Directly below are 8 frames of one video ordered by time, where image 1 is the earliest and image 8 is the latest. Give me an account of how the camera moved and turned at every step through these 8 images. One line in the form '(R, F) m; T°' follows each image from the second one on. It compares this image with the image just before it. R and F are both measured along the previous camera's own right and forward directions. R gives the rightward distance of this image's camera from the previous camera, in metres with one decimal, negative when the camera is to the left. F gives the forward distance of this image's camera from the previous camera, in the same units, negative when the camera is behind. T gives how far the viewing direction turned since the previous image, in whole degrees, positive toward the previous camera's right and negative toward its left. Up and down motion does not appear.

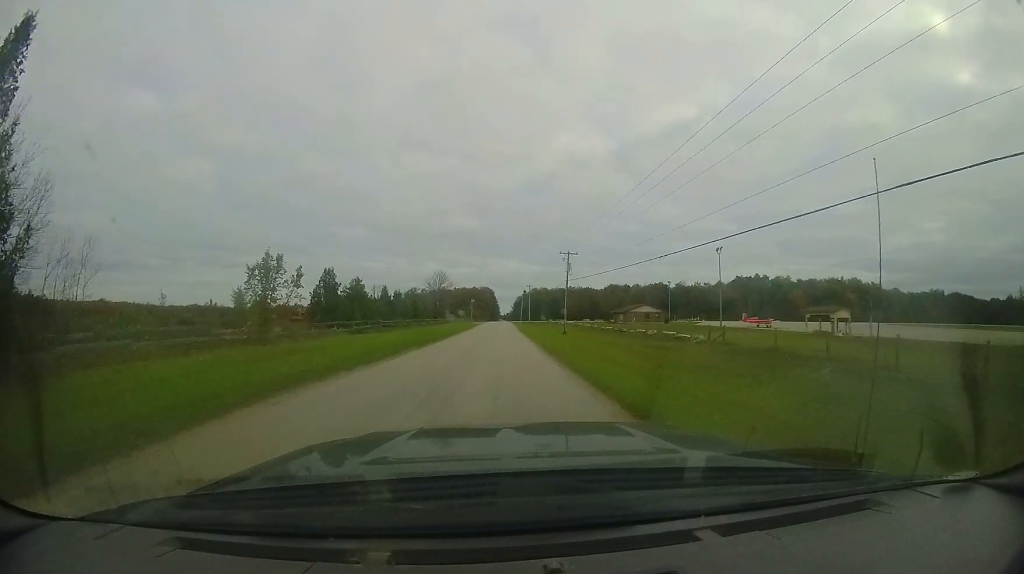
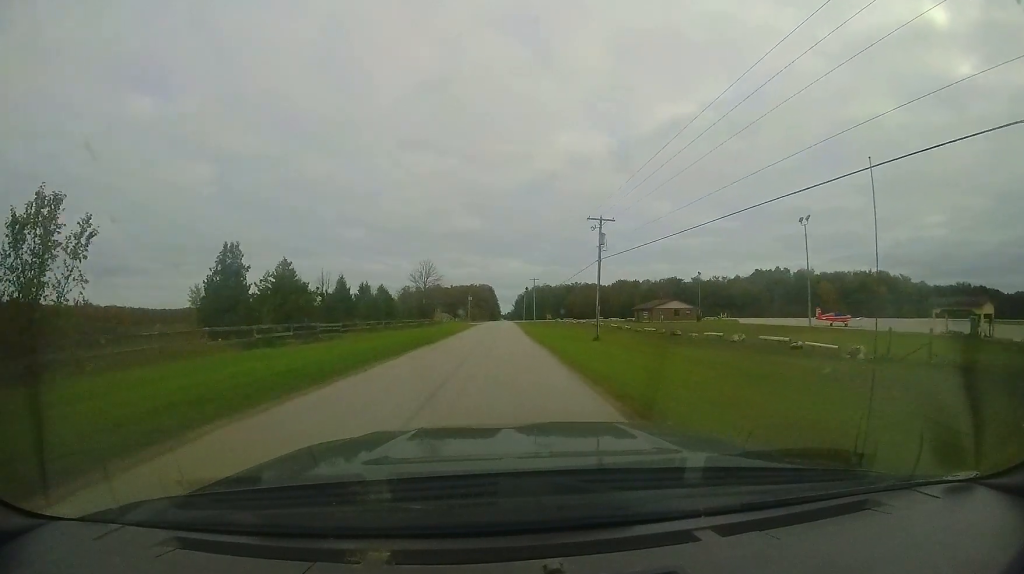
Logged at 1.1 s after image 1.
(+1.3, +17.6) m; +2°
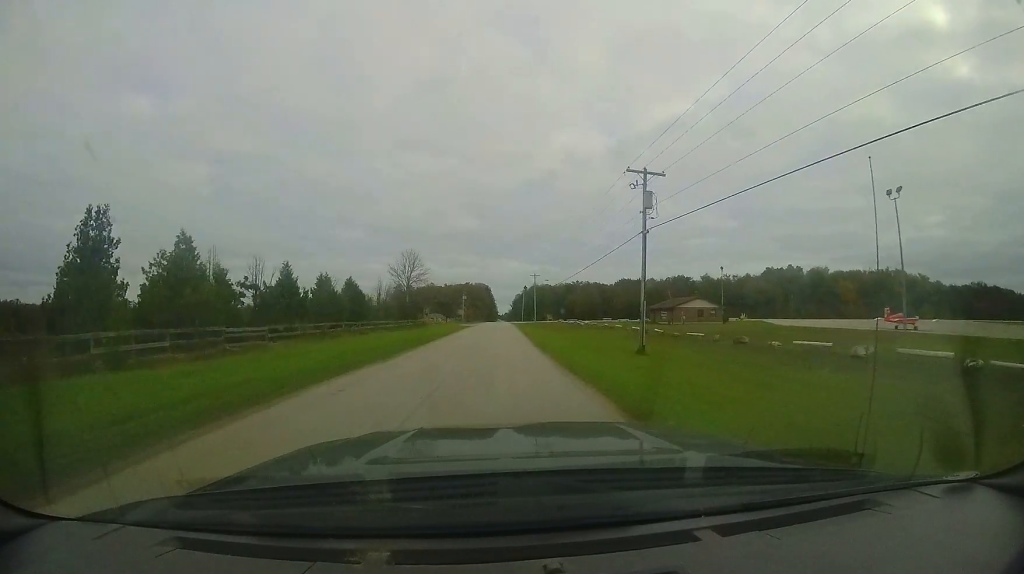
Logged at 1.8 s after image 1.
(-0.6, +12.3) m; 0°
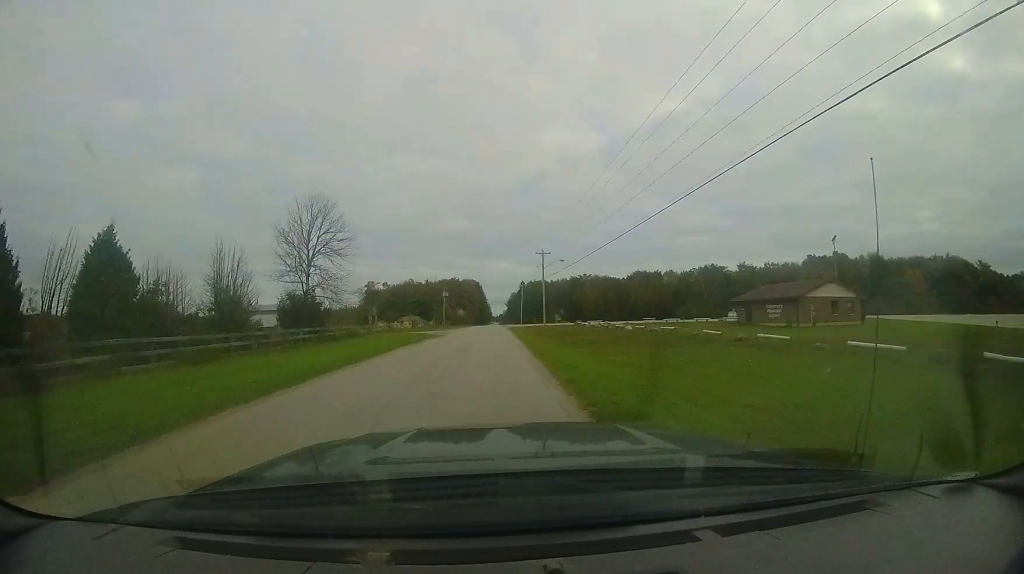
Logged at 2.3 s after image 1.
(0.0, +8.3) m; 0°
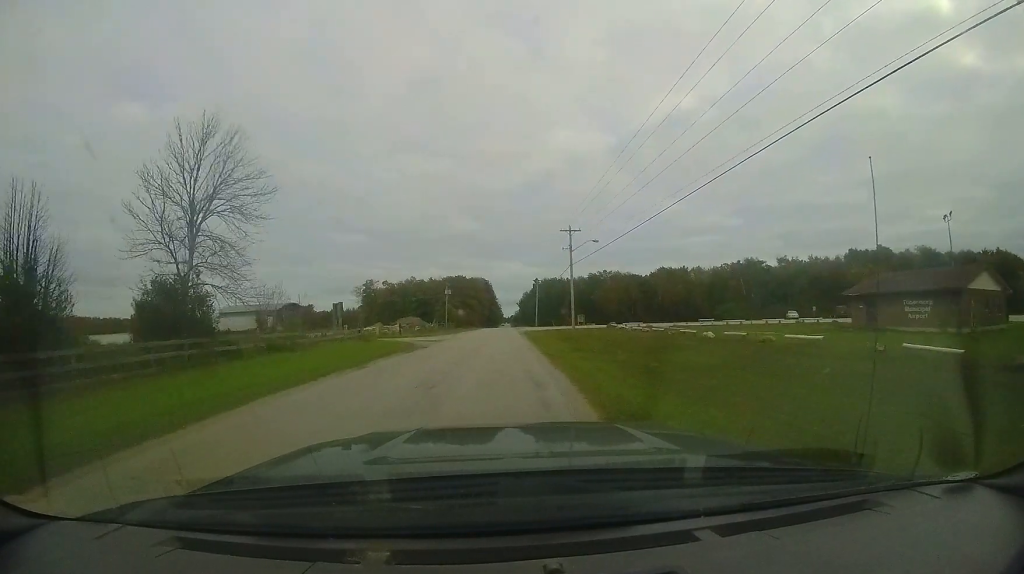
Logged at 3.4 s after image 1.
(+0.2, +15.7) m; -1°
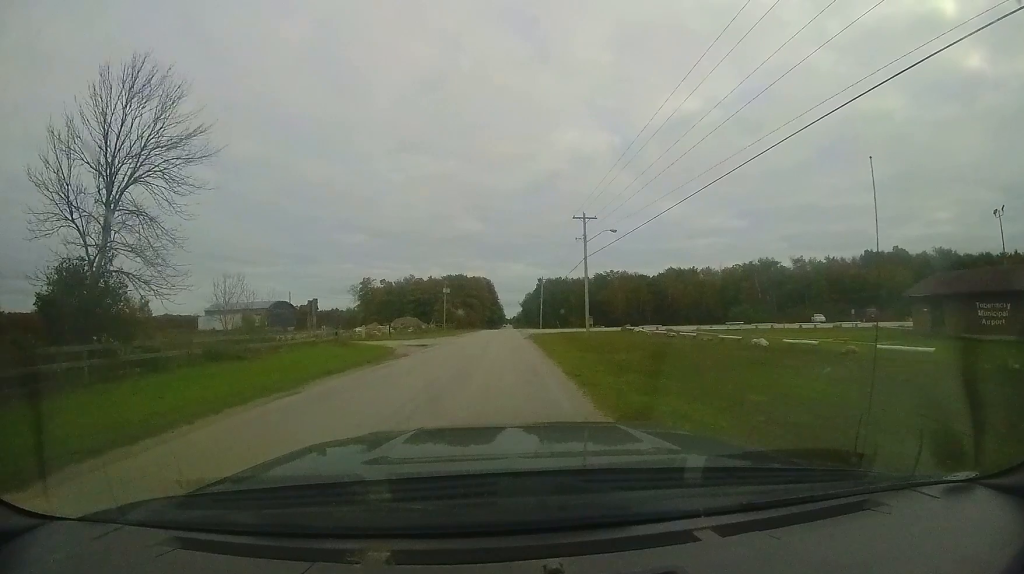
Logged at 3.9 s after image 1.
(0.0, +5.9) m; -2°
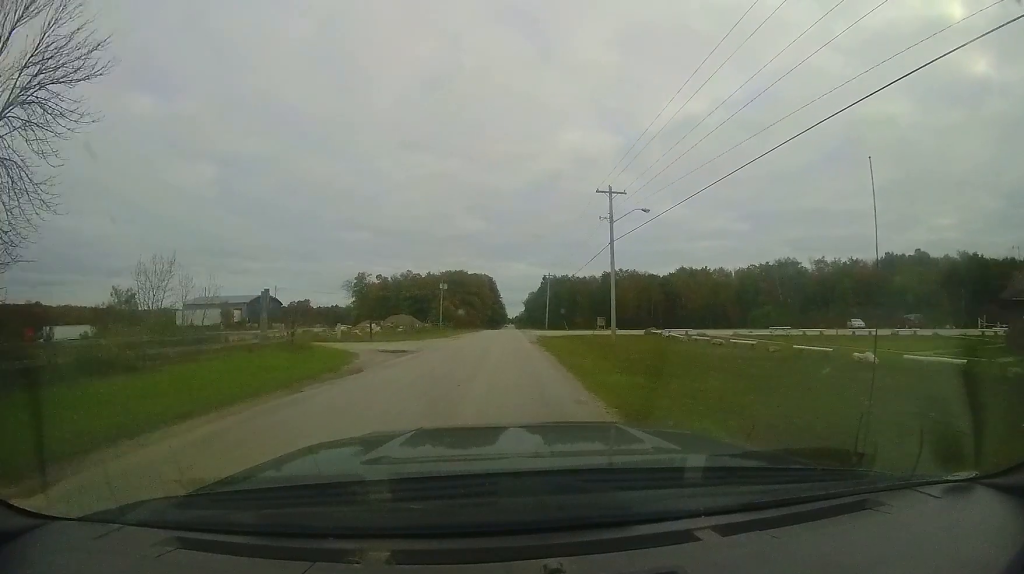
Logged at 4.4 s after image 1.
(-0.2, +7.5) m; -1°
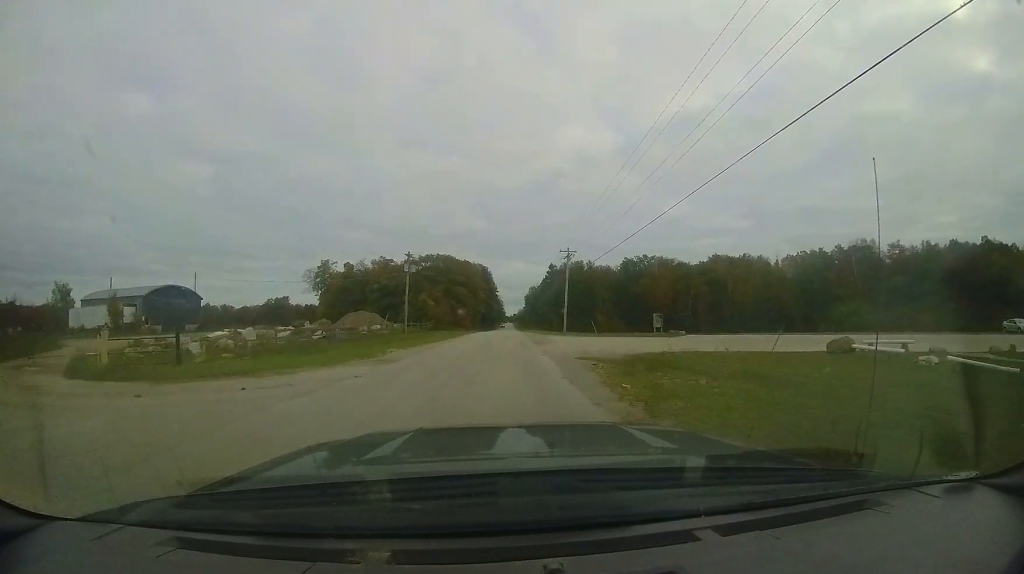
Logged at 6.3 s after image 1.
(+0.2, +24.2) m; 0°
